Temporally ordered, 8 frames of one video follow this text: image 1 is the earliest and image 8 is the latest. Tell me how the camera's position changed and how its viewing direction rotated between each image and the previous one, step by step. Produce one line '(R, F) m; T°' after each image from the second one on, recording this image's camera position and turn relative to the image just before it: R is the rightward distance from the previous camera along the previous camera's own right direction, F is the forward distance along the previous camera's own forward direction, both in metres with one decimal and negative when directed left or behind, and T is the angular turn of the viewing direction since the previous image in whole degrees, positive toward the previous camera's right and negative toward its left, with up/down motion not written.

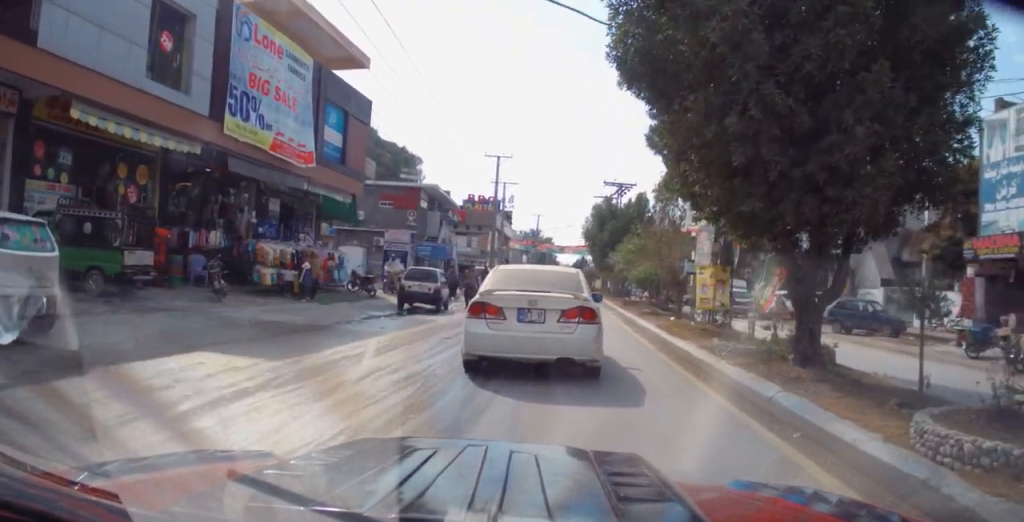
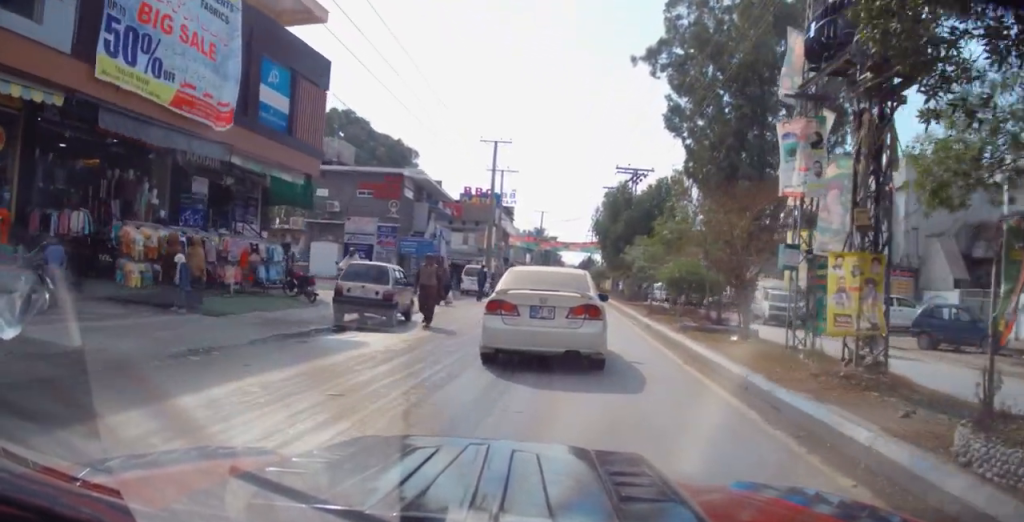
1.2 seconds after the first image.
(+0.3, +6.2) m; +4°
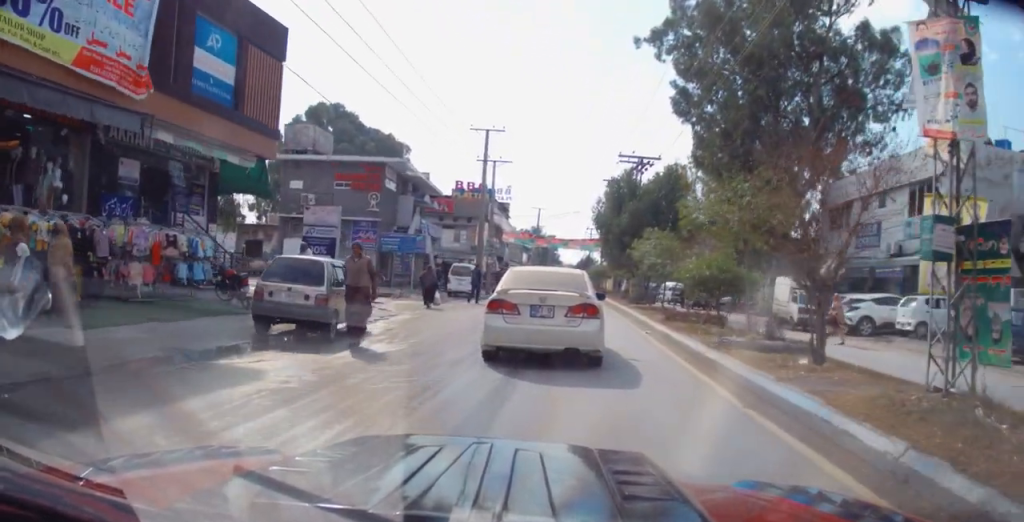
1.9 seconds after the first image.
(+0.1, +3.7) m; 0°
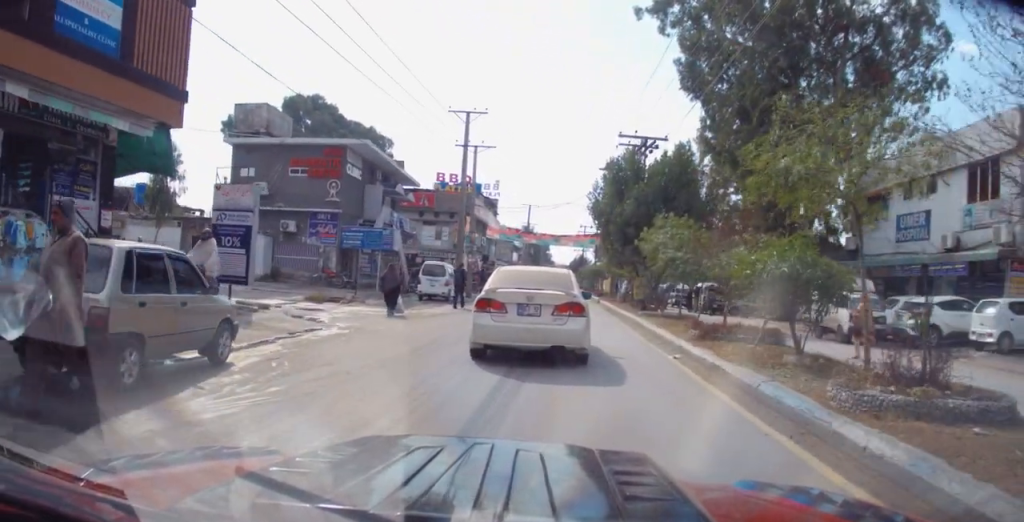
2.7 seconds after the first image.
(-0.2, +5.2) m; -1°
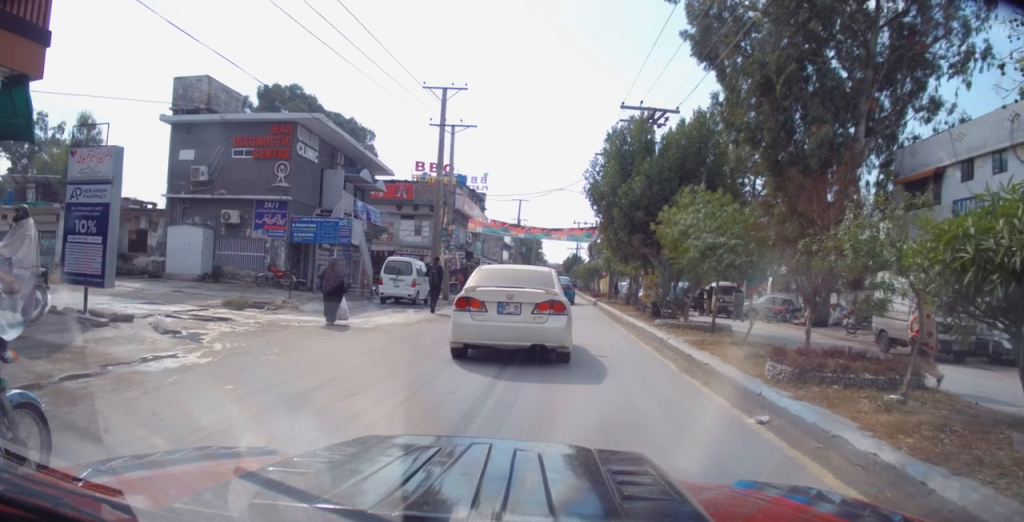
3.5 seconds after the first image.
(+0.1, +5.0) m; +1°
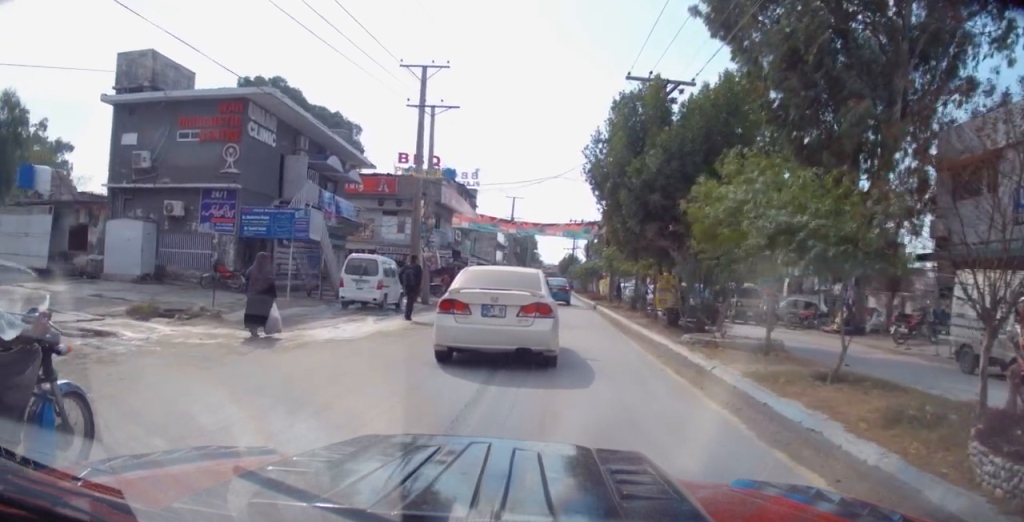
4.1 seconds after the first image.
(0.0, +3.9) m; -1°
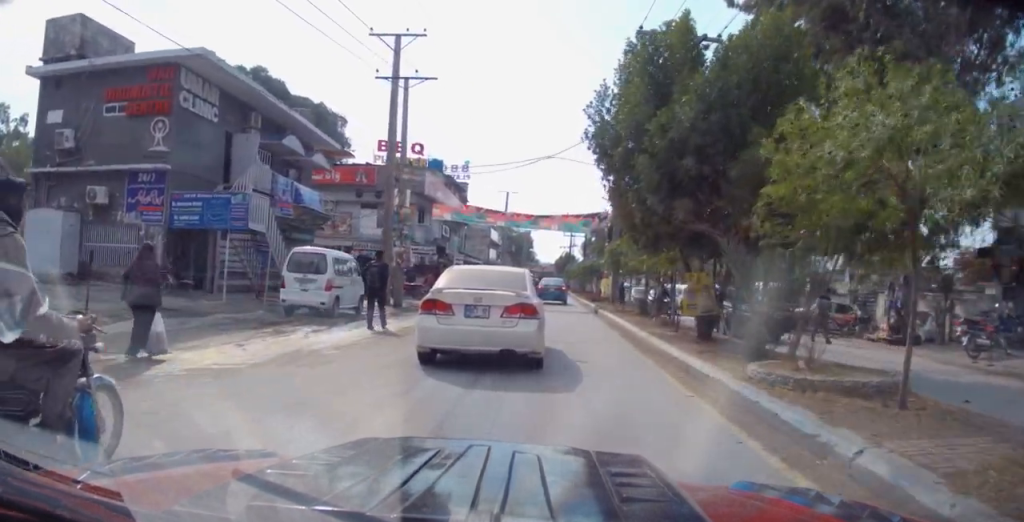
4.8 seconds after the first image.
(0.0, +4.2) m; -1°
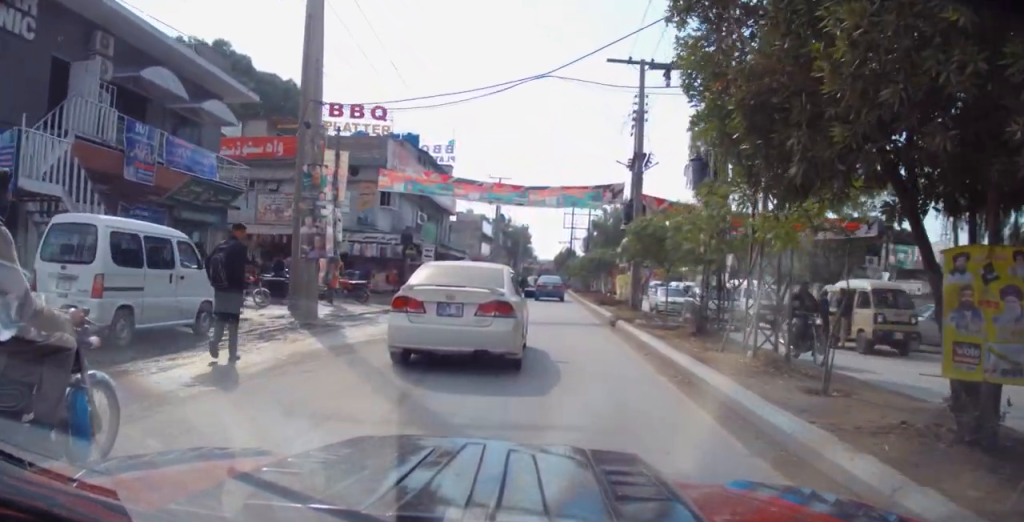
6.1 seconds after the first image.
(-0.2, +9.3) m; +1°
